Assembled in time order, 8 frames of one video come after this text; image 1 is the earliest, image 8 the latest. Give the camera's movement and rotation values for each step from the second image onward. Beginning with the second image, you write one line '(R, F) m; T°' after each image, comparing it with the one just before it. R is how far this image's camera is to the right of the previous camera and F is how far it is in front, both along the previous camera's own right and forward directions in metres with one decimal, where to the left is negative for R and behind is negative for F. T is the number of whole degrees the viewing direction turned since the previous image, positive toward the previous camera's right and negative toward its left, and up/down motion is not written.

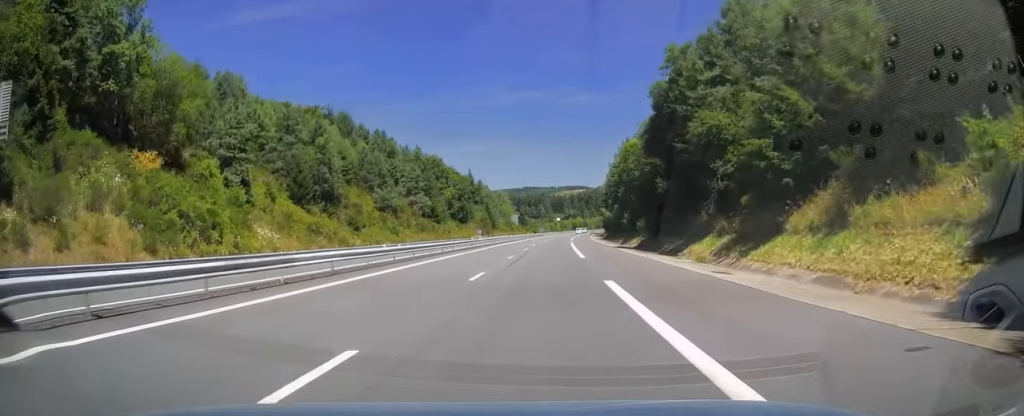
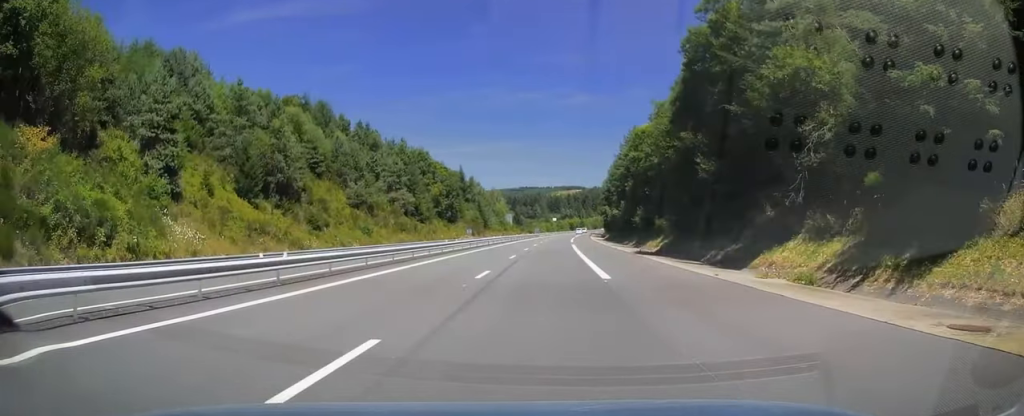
(+0.2, +12.4) m; 0°
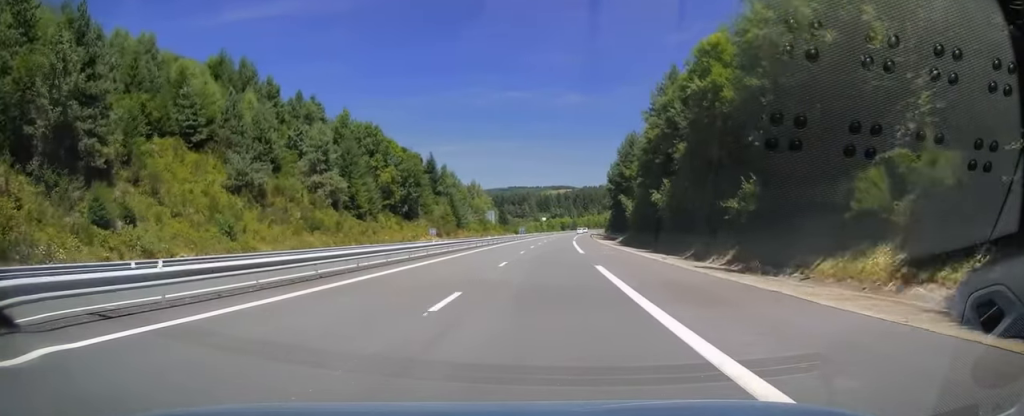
(-0.1, +33.6) m; +1°
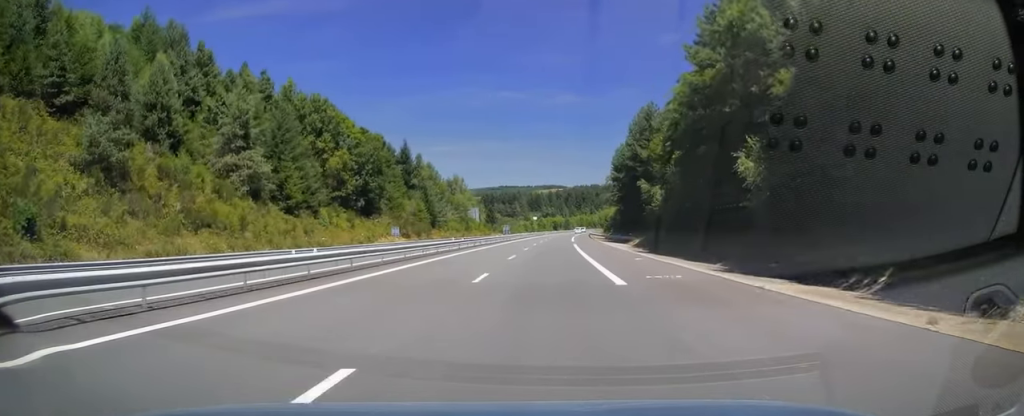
(+0.3, +20.7) m; +1°
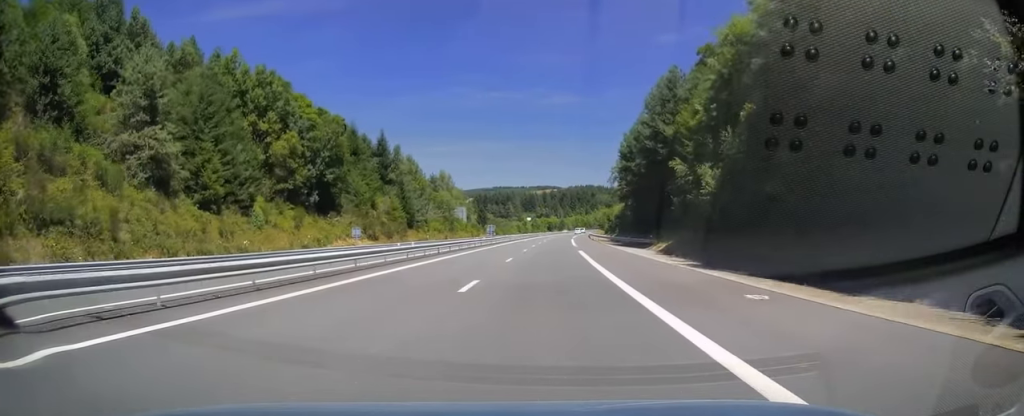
(+0.1, +15.5) m; +1°
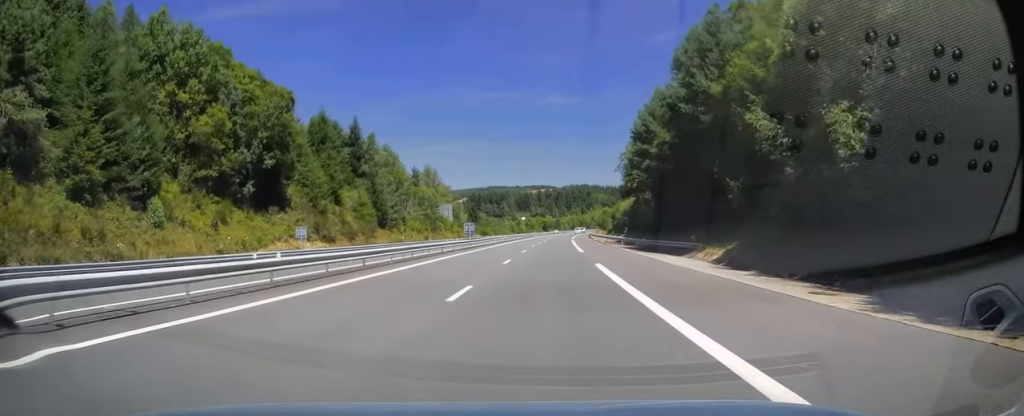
(0.0, +15.0) m; +1°
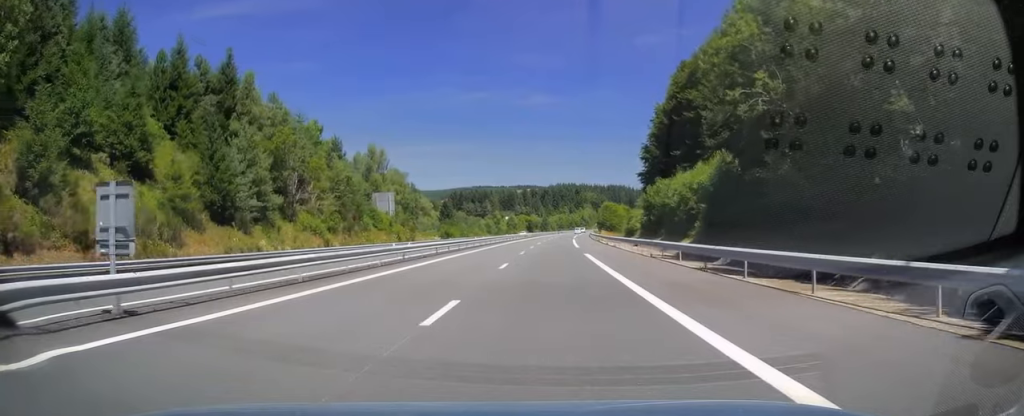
(+0.7, +42.2) m; +2°
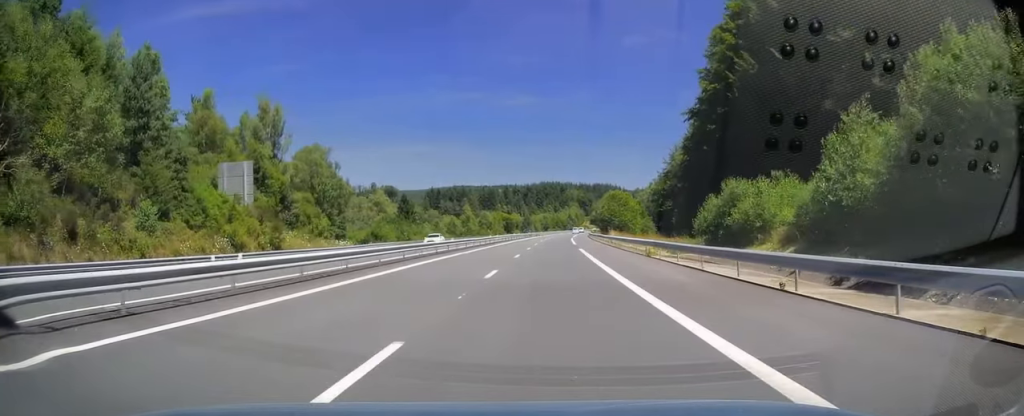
(+0.7, +43.6) m; +1°
